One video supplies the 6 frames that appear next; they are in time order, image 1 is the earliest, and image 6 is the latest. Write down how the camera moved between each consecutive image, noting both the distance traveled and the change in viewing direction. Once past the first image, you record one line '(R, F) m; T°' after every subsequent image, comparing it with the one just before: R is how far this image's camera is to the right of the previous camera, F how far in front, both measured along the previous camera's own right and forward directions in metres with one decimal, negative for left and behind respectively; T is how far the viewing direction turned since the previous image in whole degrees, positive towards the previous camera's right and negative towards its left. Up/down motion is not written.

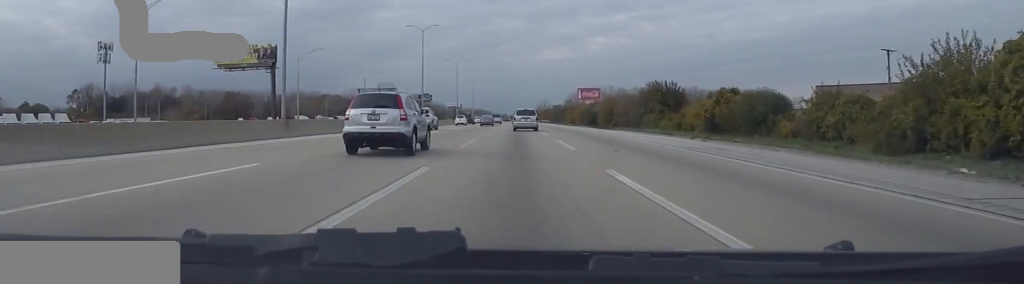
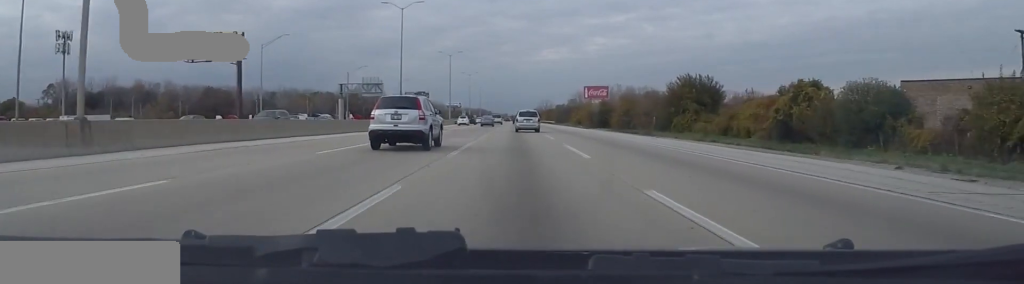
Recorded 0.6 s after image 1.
(-0.1, +16.1) m; +1°
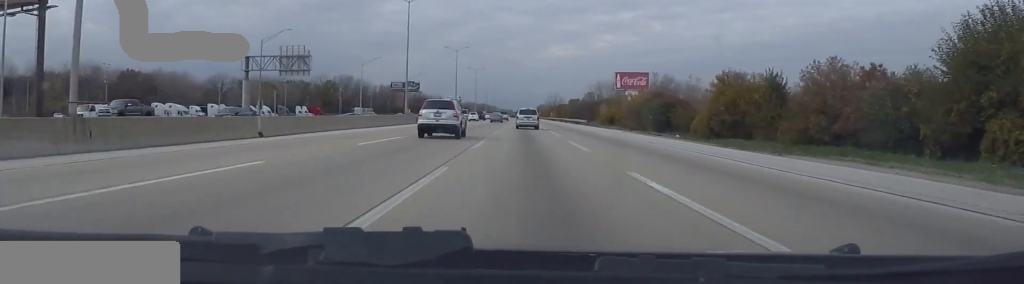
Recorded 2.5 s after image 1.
(+2.7, +51.9) m; +2°
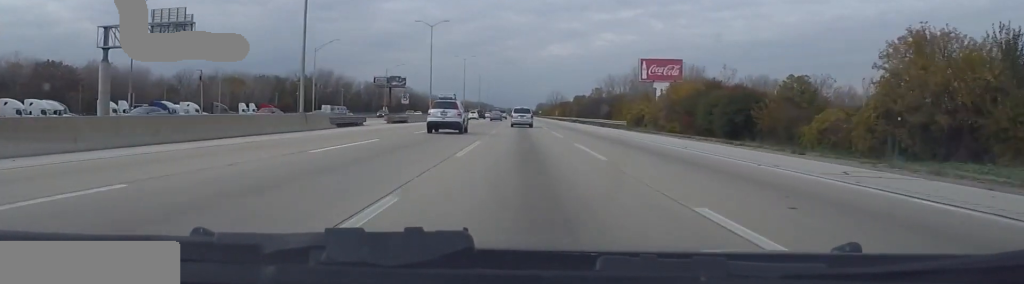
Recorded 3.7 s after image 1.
(-1.1, +33.3) m; -1°
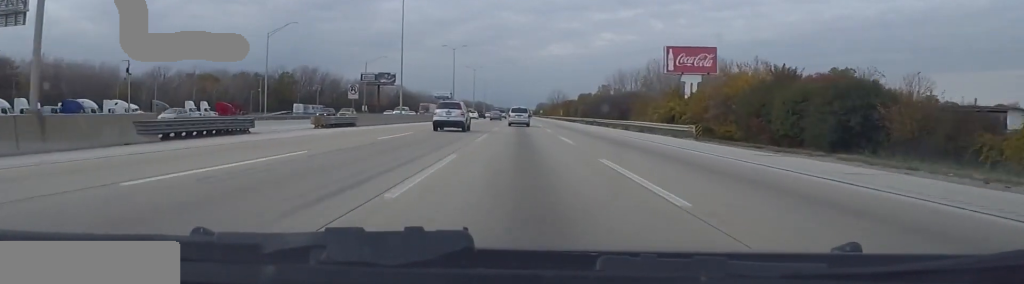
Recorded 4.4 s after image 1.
(+0.4, +22.4) m; +1°
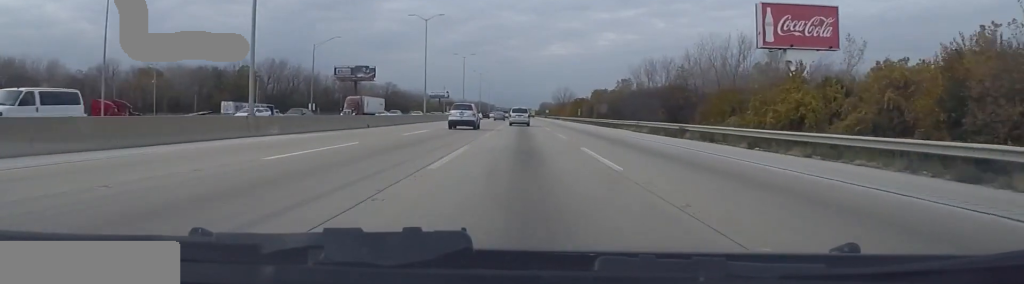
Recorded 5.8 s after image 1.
(-0.4, +41.8) m; -1°
